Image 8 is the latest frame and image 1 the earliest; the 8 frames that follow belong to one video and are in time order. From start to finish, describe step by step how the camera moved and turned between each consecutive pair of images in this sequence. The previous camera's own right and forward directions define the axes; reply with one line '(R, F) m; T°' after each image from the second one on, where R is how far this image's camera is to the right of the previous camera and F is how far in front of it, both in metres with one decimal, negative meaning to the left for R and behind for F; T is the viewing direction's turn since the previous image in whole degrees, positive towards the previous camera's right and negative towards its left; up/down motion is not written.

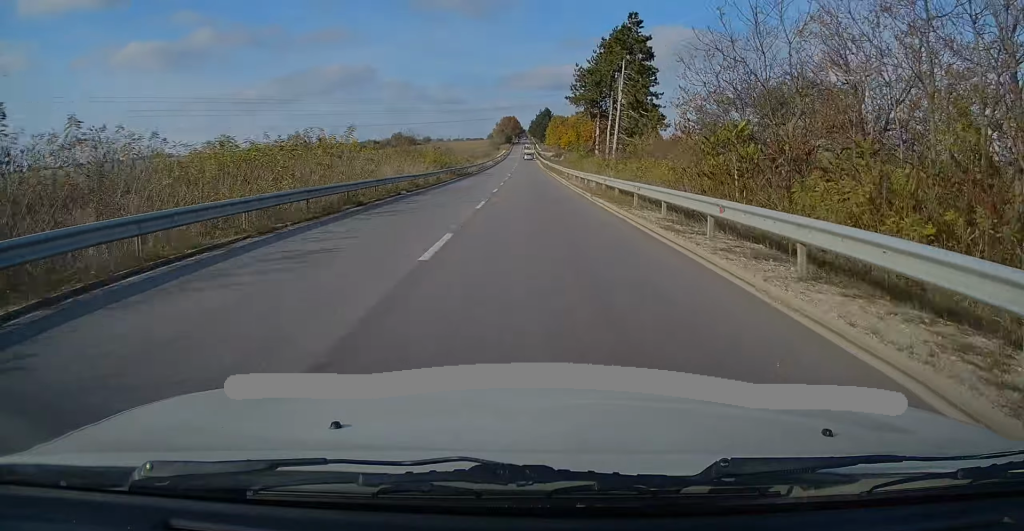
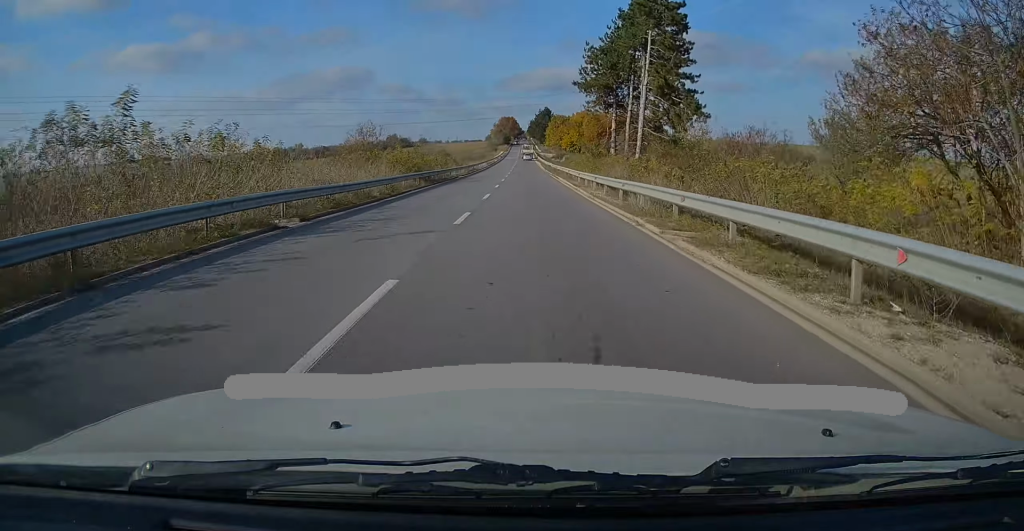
(-0.1, +13.5) m; 0°
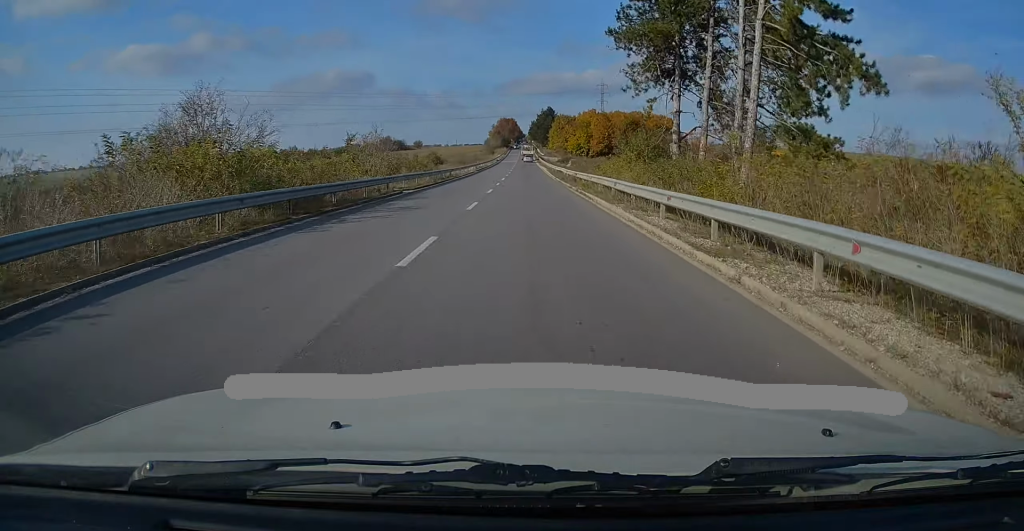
(+0.1, +23.4) m; +1°
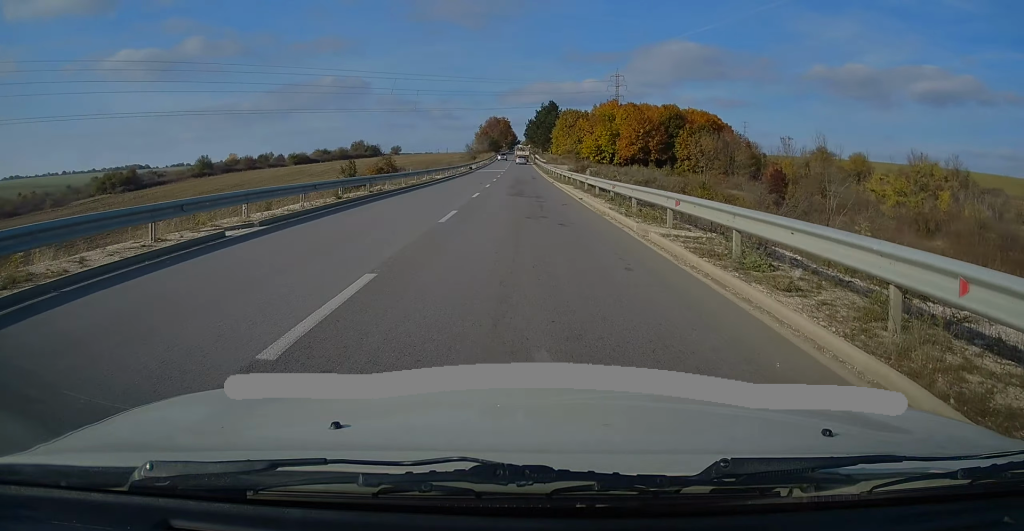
(+0.2, +58.3) m; 0°
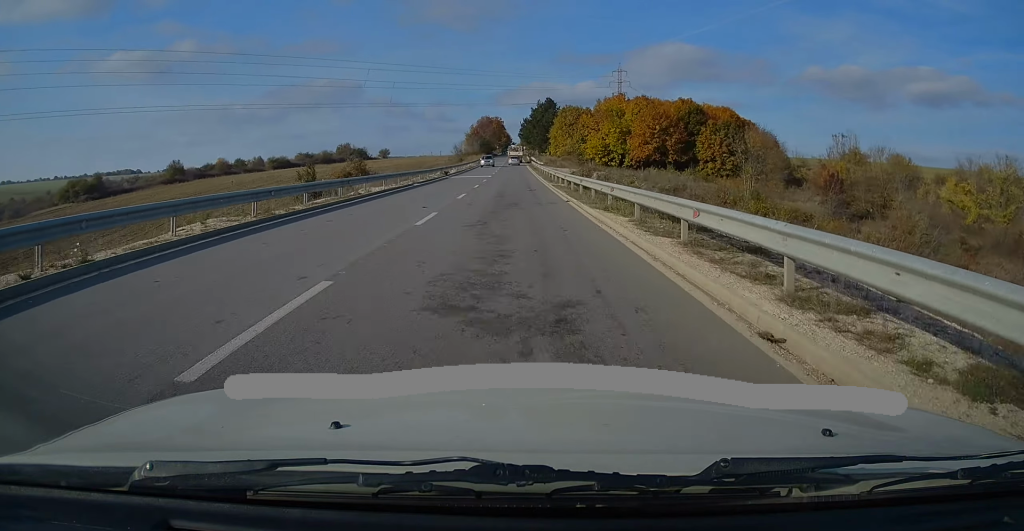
(+0.1, +18.7) m; 0°
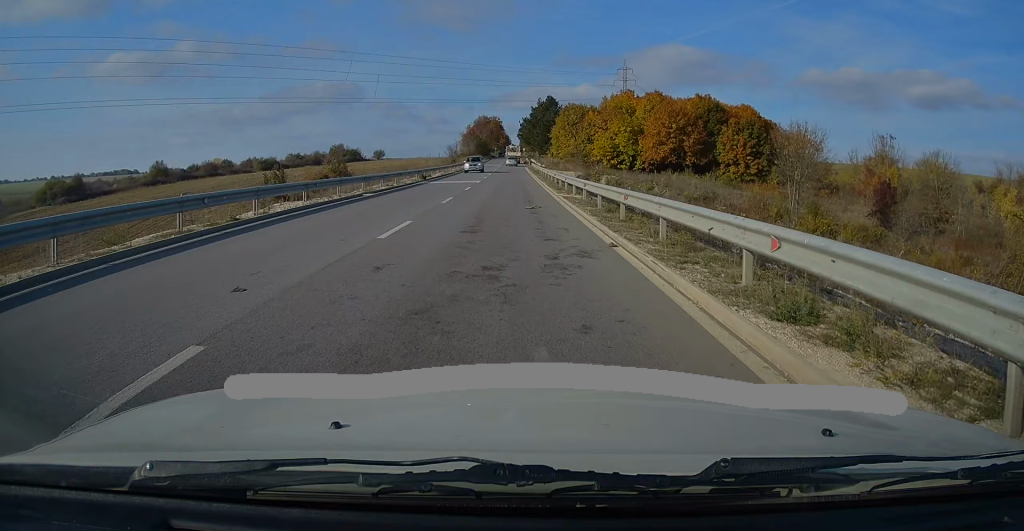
(0.0, +11.5) m; 0°
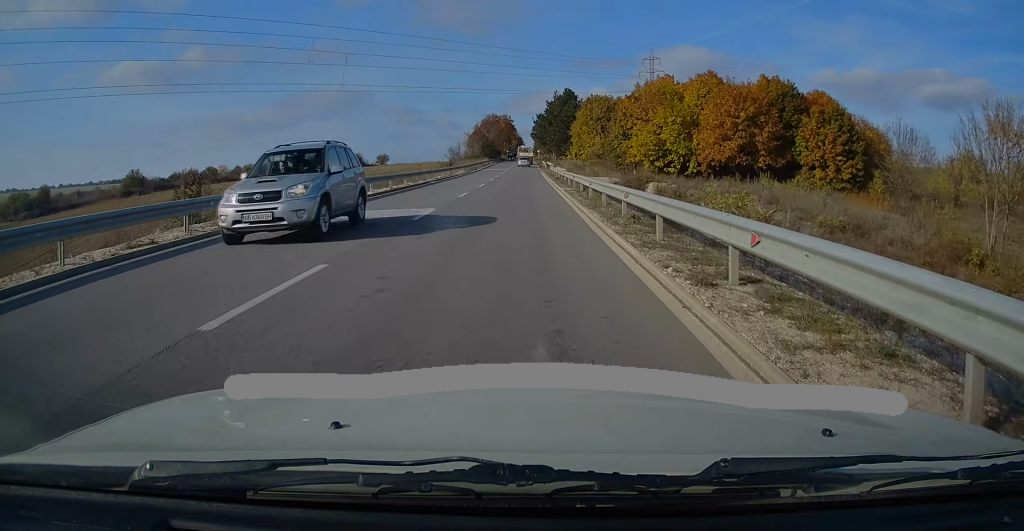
(-0.1, +24.0) m; 0°
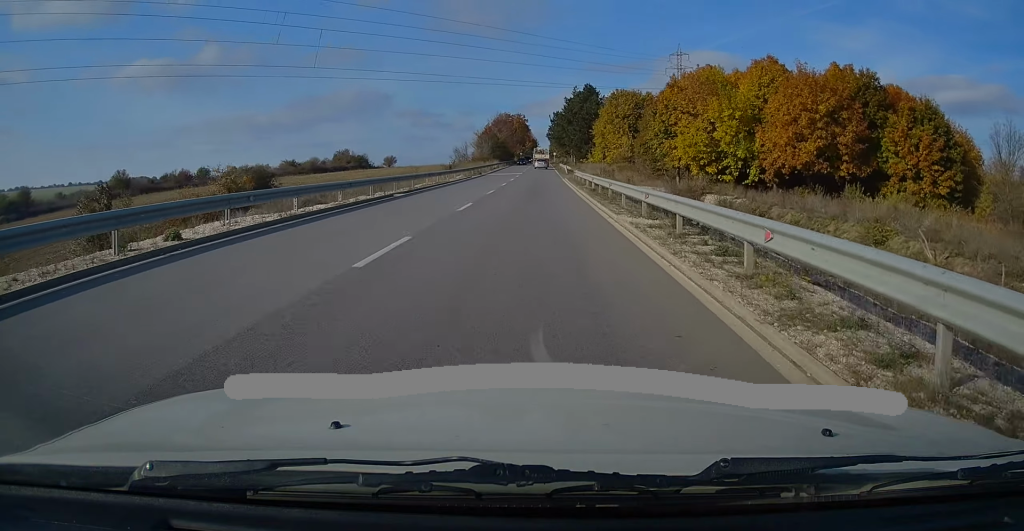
(+0.3, +15.5) m; 0°
